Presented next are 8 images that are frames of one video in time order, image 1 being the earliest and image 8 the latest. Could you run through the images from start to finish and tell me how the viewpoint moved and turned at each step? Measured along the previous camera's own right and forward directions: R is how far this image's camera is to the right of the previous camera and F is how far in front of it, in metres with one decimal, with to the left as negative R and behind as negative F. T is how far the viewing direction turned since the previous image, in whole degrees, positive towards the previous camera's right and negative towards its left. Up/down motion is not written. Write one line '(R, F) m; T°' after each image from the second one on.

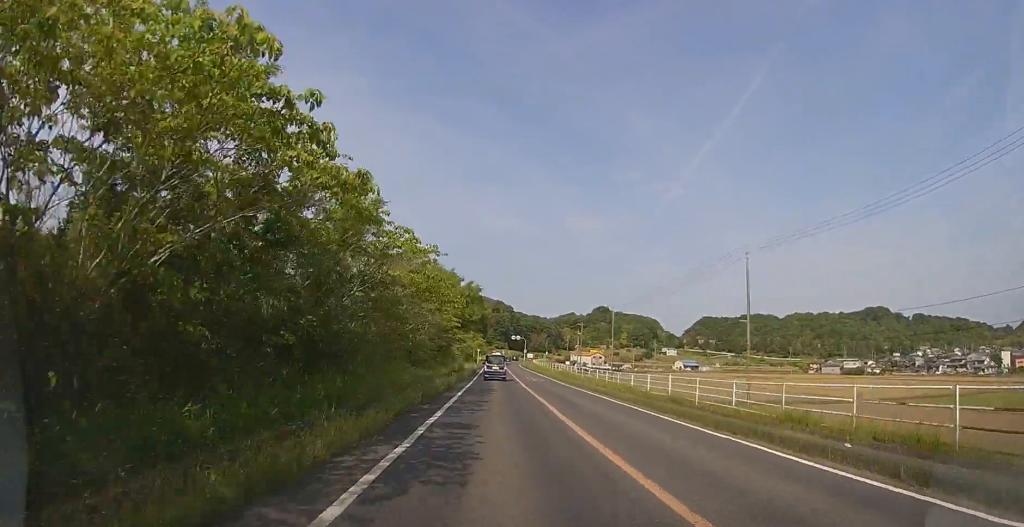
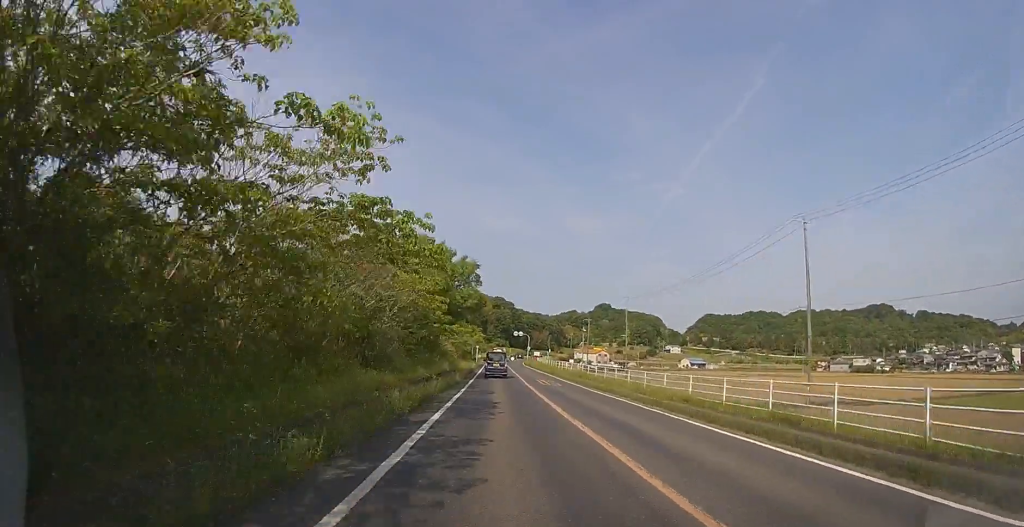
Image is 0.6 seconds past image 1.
(0.0, +8.2) m; 0°
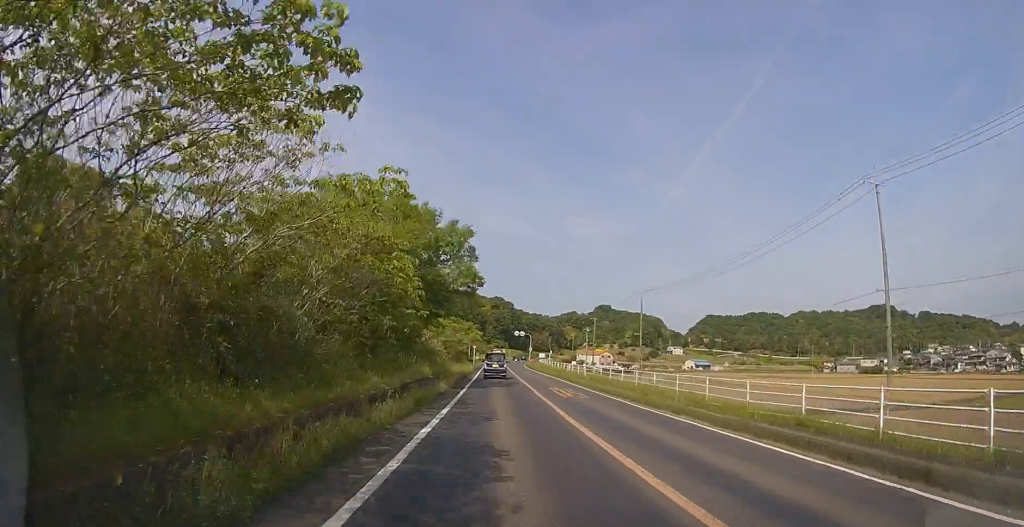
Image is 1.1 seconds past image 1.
(0.0, +7.7) m; 0°
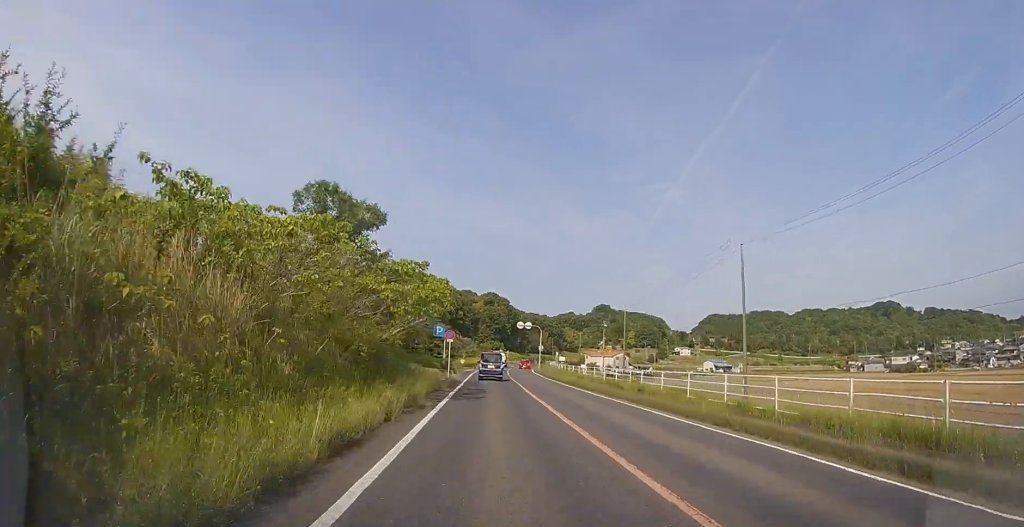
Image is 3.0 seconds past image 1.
(0.0, +29.1) m; 0°
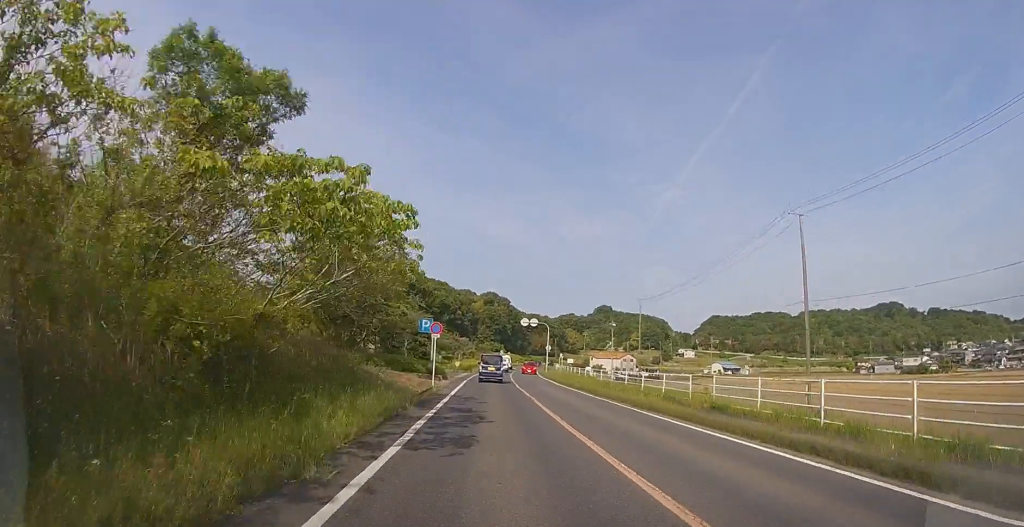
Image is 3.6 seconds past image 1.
(0.0, +8.3) m; 0°
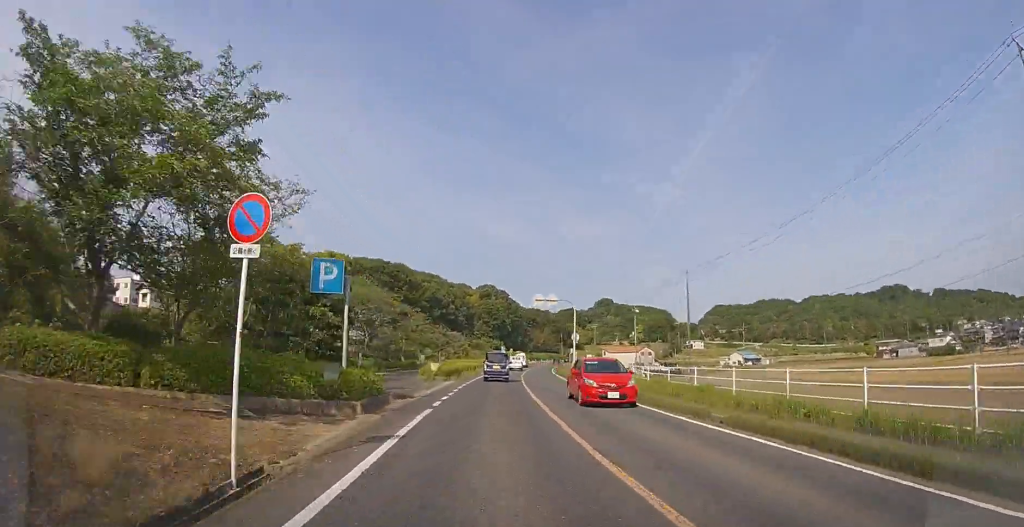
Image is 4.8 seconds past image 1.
(+0.1, +18.4) m; 0°
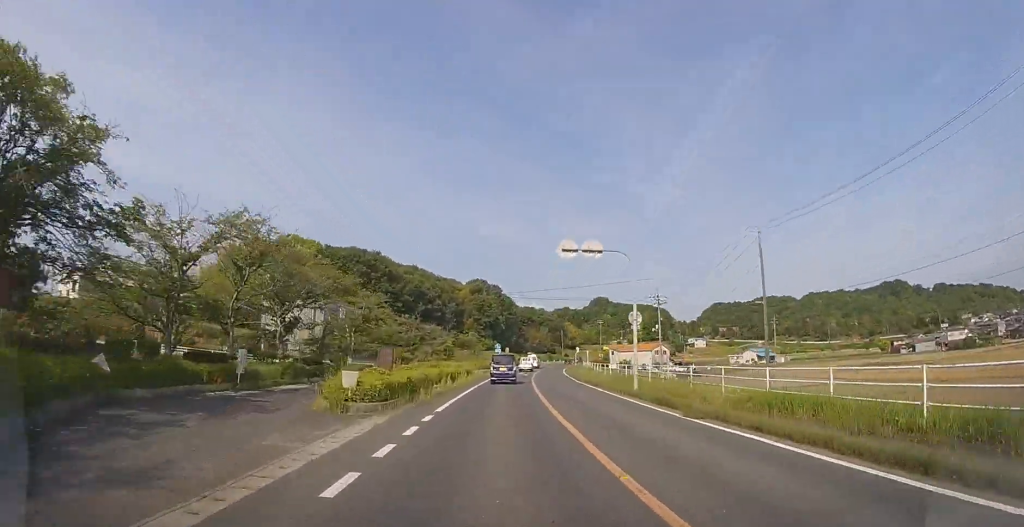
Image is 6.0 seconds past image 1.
(0.0, +17.0) m; 0°
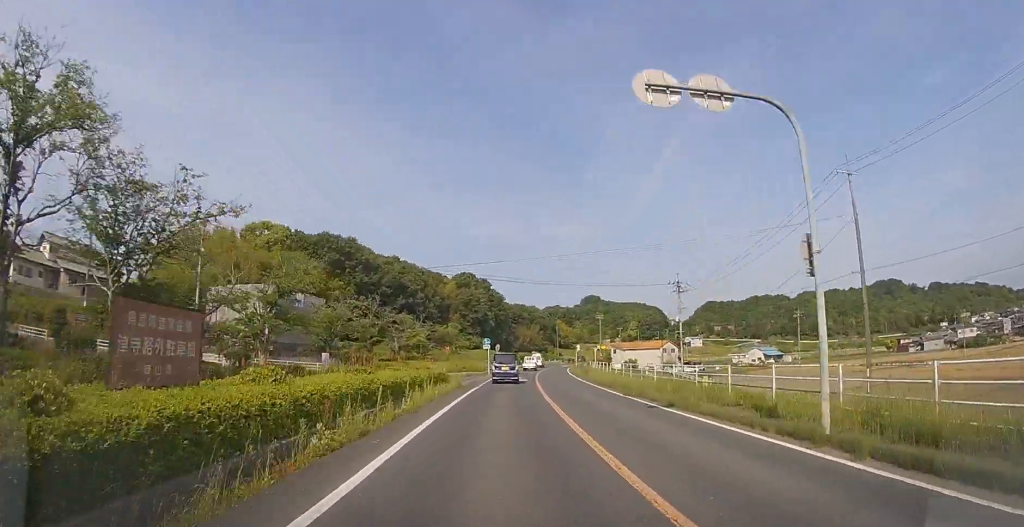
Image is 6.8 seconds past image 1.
(0.0, +12.2) m; +1°
